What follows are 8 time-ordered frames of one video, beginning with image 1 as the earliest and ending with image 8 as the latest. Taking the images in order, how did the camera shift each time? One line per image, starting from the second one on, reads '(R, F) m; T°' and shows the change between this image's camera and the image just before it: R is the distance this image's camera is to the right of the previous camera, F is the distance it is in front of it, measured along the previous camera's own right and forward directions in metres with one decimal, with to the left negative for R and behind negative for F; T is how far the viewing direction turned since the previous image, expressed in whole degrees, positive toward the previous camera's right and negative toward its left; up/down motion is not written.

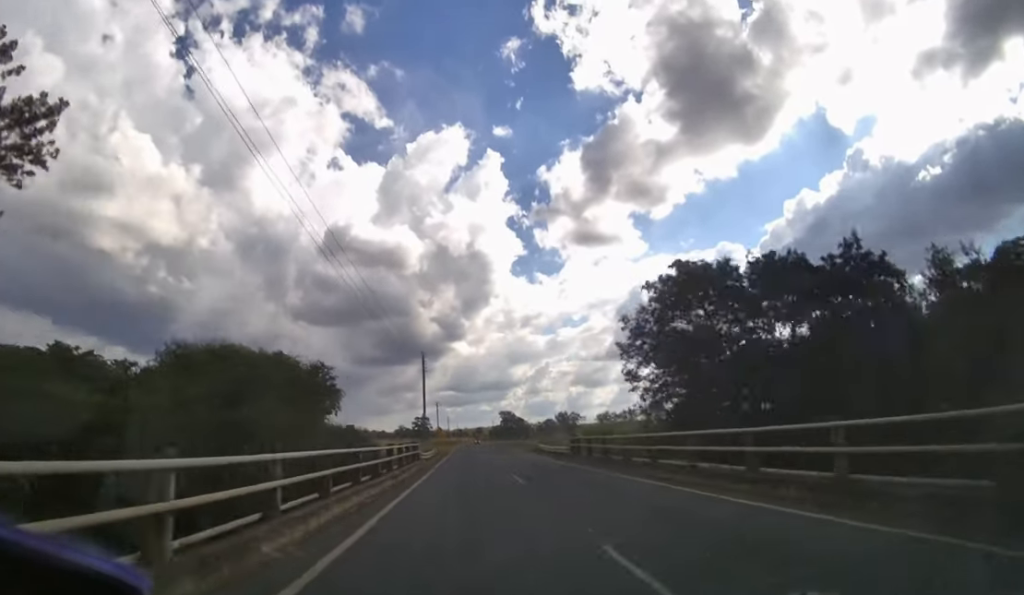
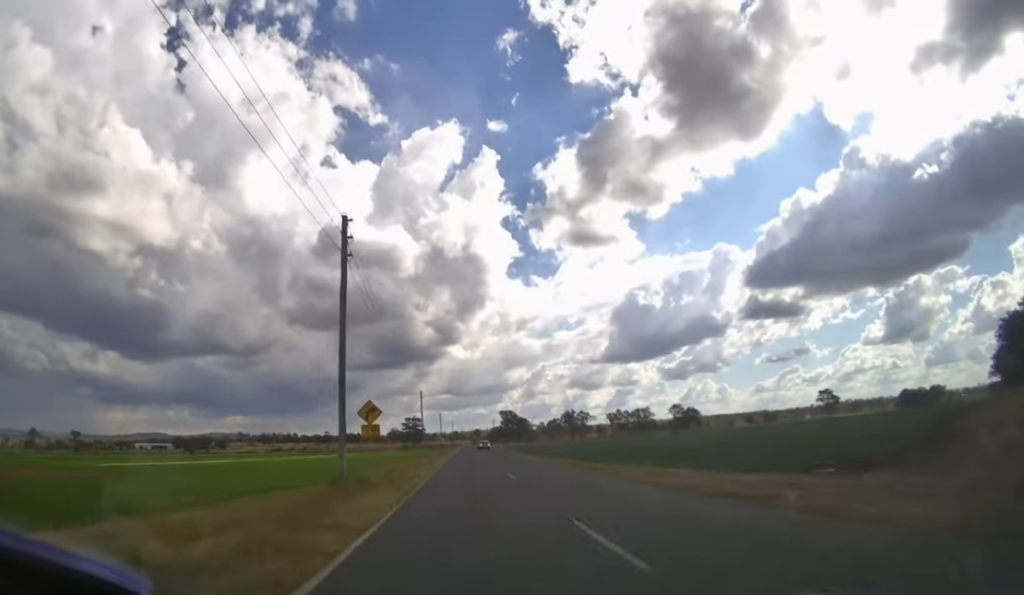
(-0.1, +39.6) m; 0°
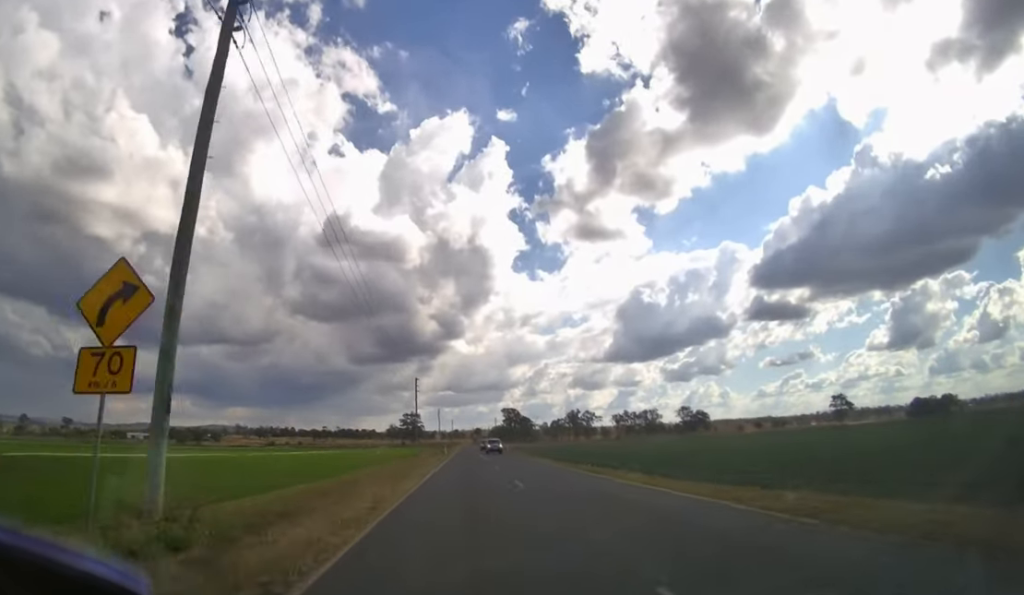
(0.0, +12.7) m; 0°
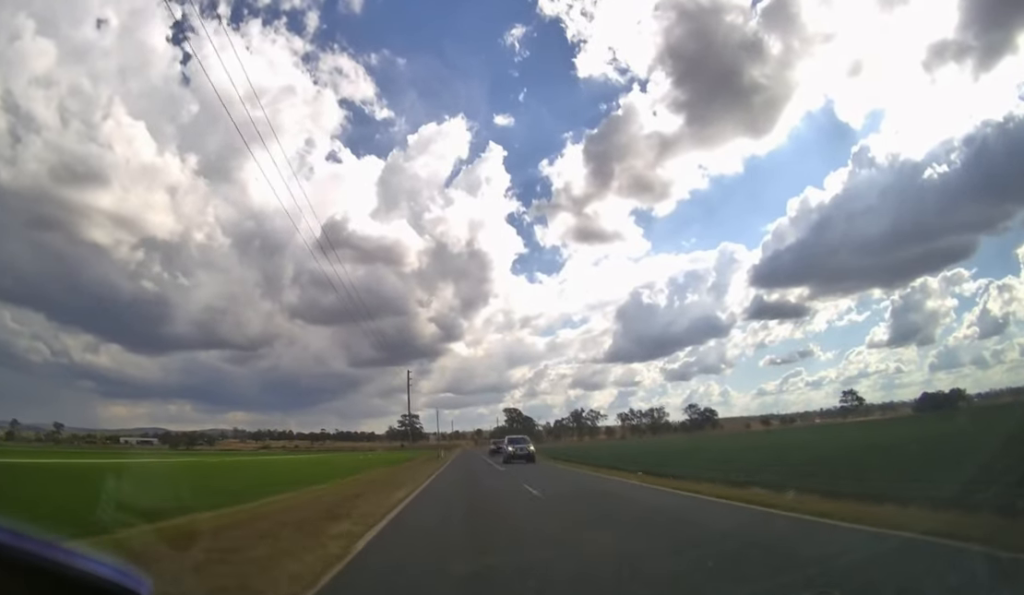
(0.0, +12.5) m; 0°
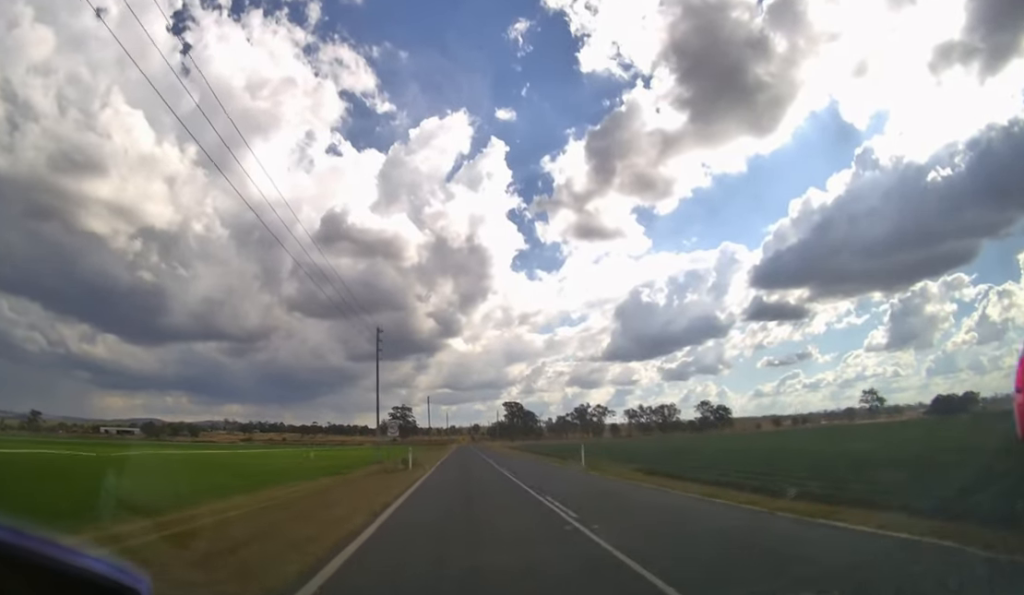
(0.0, +27.6) m; 0°
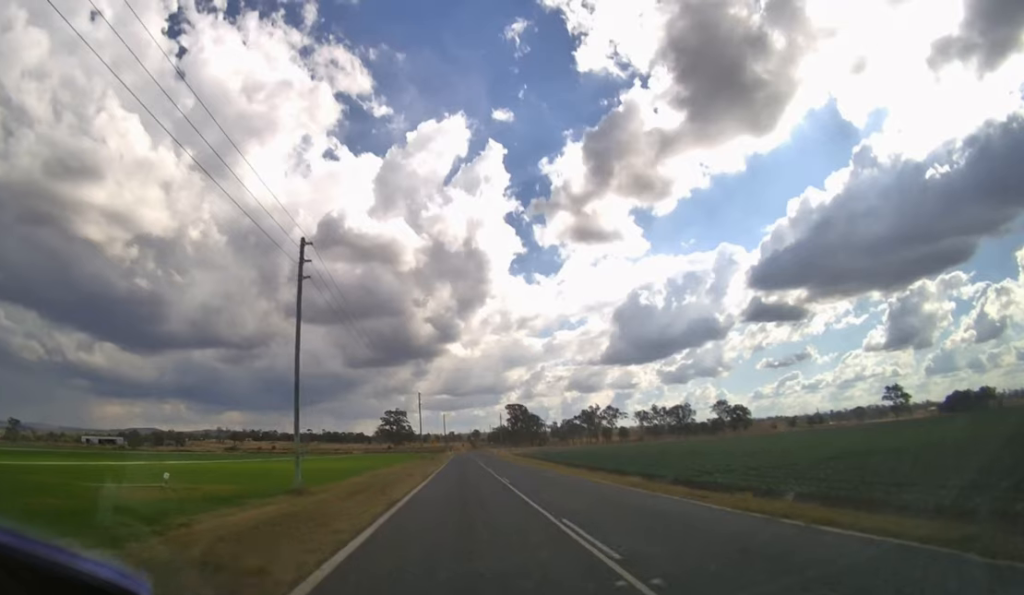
(0.0, +28.1) m; 0°
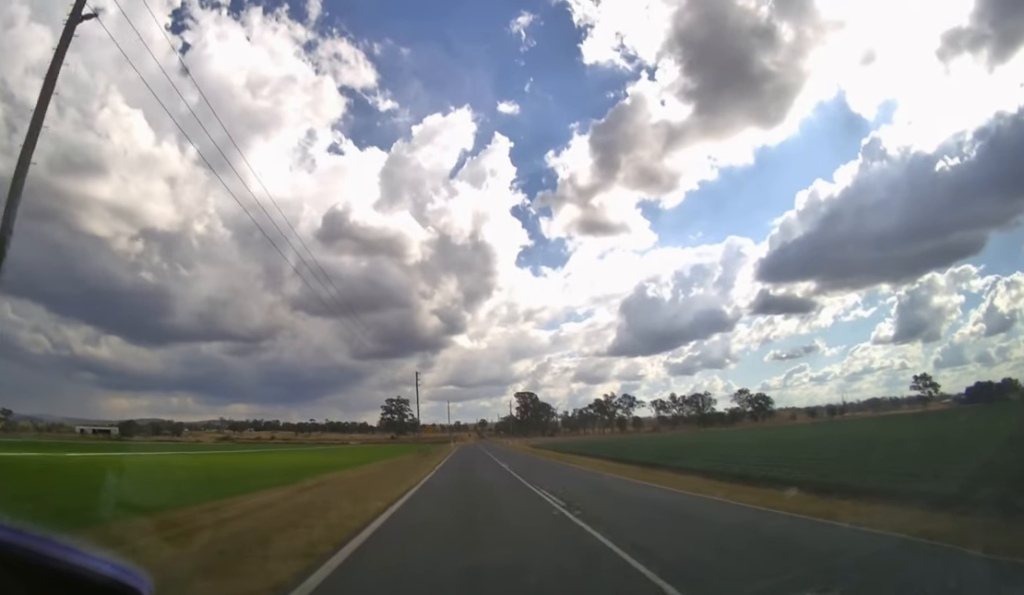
(0.0, +22.1) m; 0°
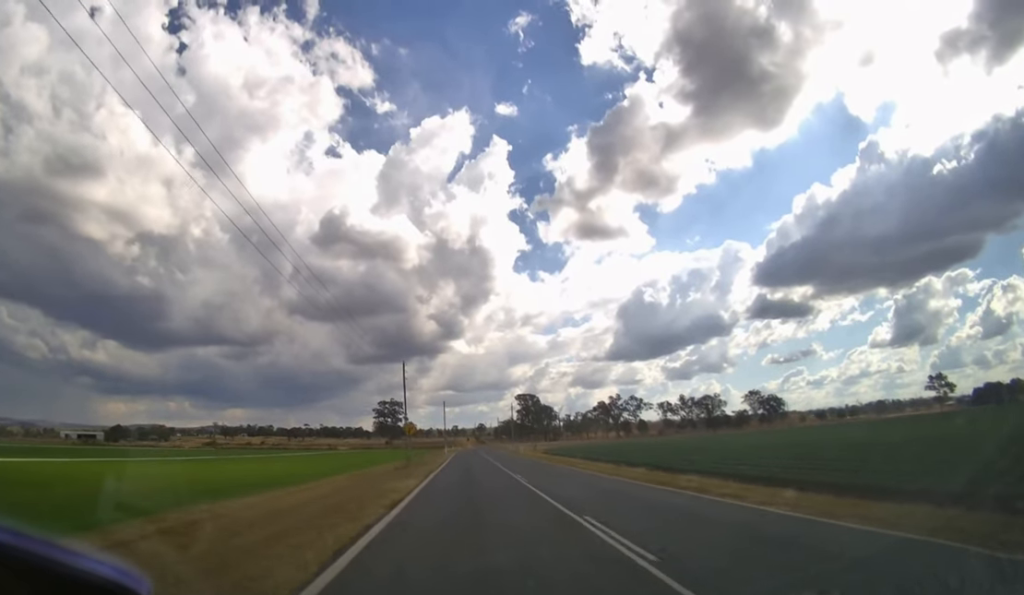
(0.0, +20.0) m; 0°
